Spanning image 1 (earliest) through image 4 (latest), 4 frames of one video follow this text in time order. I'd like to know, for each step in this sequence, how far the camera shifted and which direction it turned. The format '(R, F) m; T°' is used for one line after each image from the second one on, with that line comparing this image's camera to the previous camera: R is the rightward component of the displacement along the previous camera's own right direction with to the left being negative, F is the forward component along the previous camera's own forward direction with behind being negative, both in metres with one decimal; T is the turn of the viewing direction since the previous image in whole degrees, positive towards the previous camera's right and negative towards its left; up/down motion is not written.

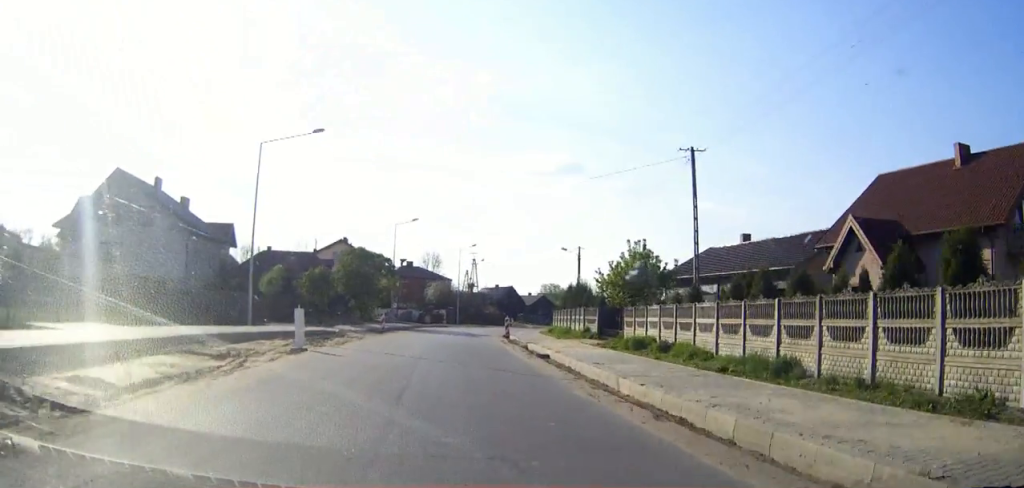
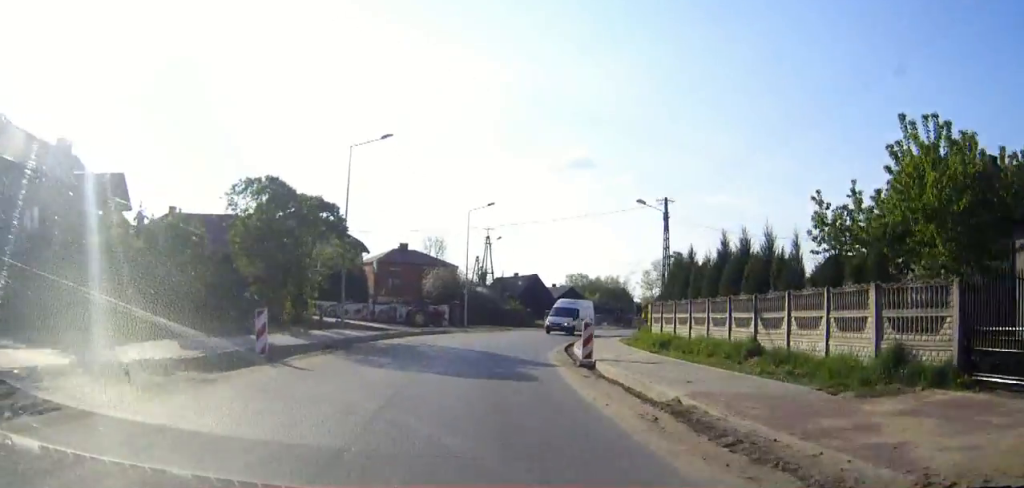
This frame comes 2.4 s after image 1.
(-1.1, +28.6) m; -3°
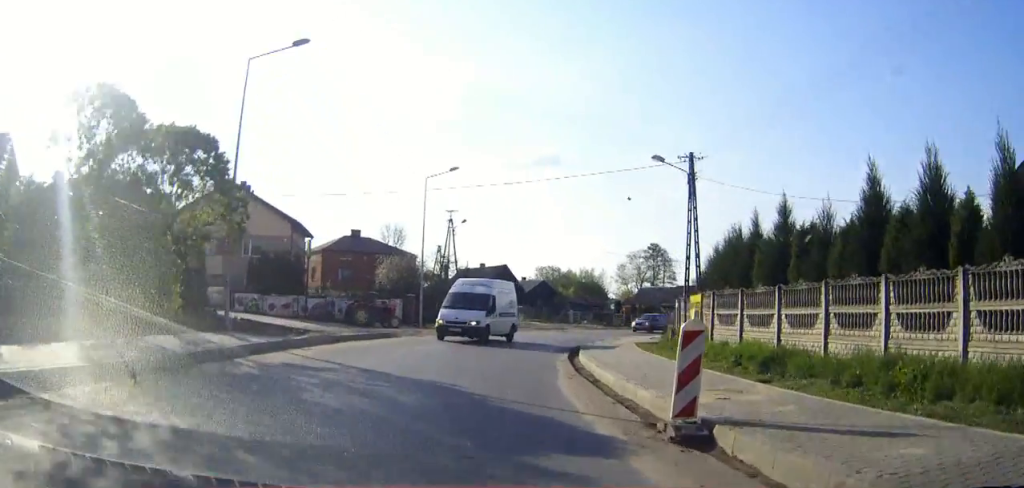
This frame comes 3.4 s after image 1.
(+0.1, +11.8) m; +2°
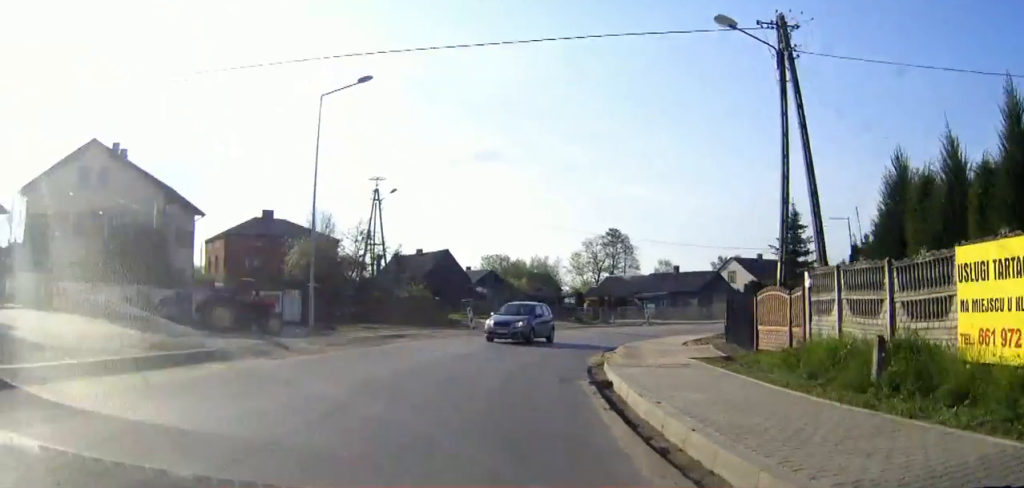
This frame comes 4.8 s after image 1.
(+0.6, +15.6) m; +5°
